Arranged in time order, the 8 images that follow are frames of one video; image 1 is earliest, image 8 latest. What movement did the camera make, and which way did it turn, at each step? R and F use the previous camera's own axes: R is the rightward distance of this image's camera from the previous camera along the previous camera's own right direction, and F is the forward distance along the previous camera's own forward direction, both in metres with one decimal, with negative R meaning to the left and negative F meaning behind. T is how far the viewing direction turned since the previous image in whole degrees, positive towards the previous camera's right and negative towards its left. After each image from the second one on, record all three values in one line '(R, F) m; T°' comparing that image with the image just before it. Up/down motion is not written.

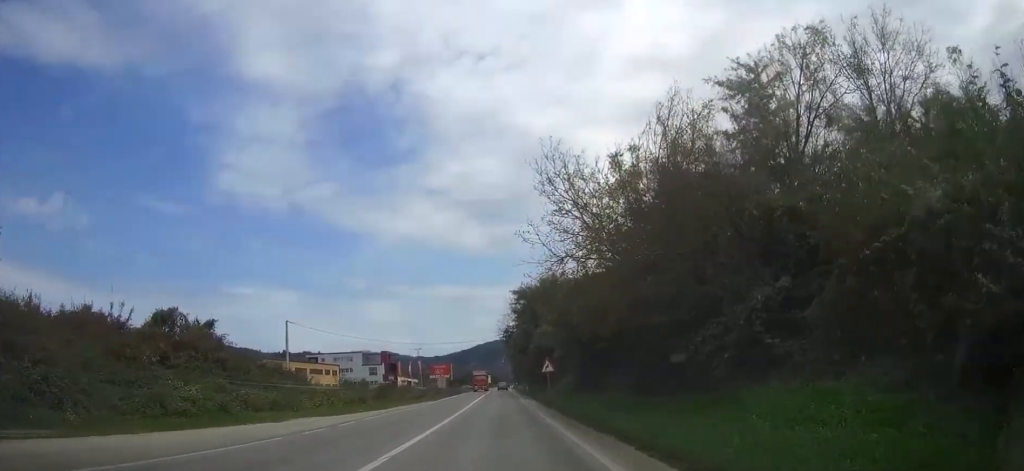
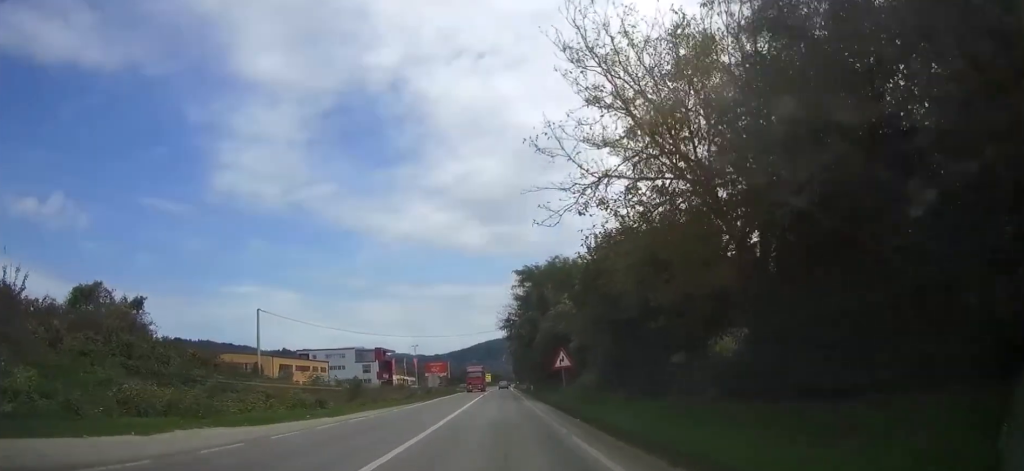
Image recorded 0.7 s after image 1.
(-0.1, +10.6) m; 0°
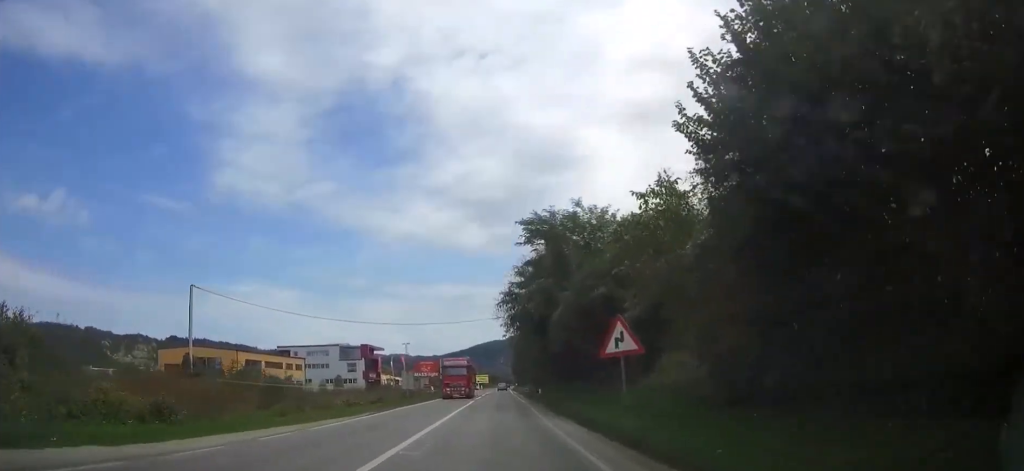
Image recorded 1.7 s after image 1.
(0.0, +16.9) m; 0°
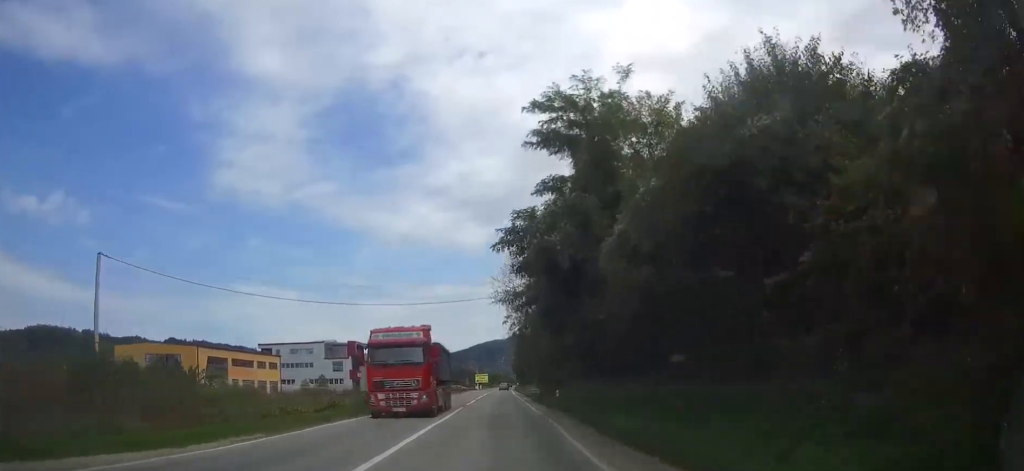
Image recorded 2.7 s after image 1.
(-0.1, +15.3) m; 0°
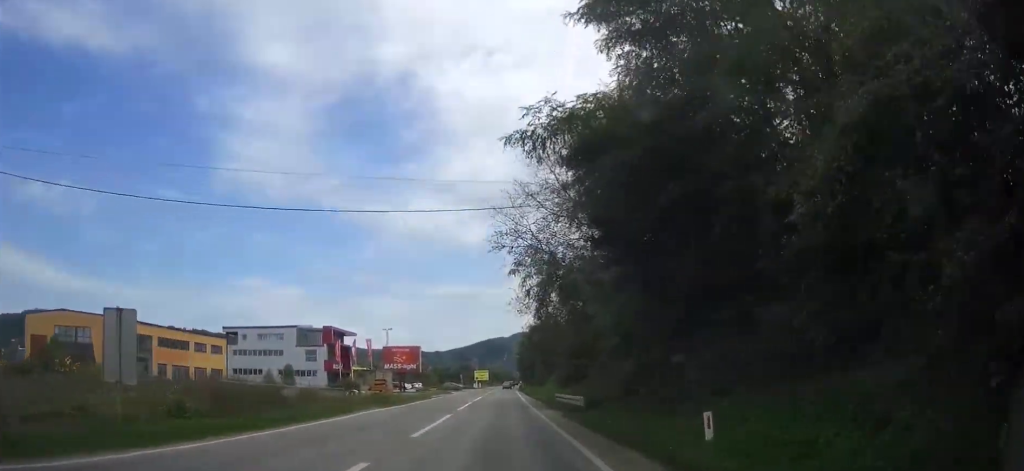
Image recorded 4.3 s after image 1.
(0.0, +24.8) m; 0°
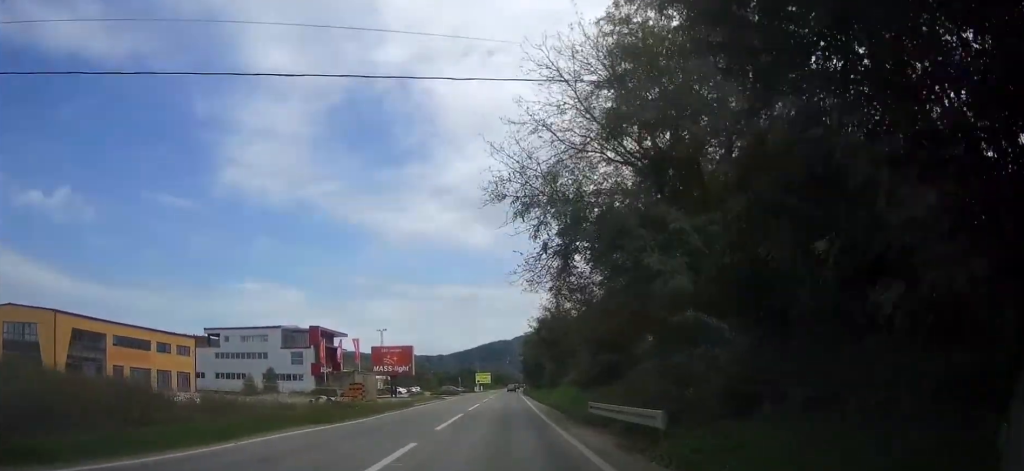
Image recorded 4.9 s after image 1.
(0.0, +10.5) m; 0°
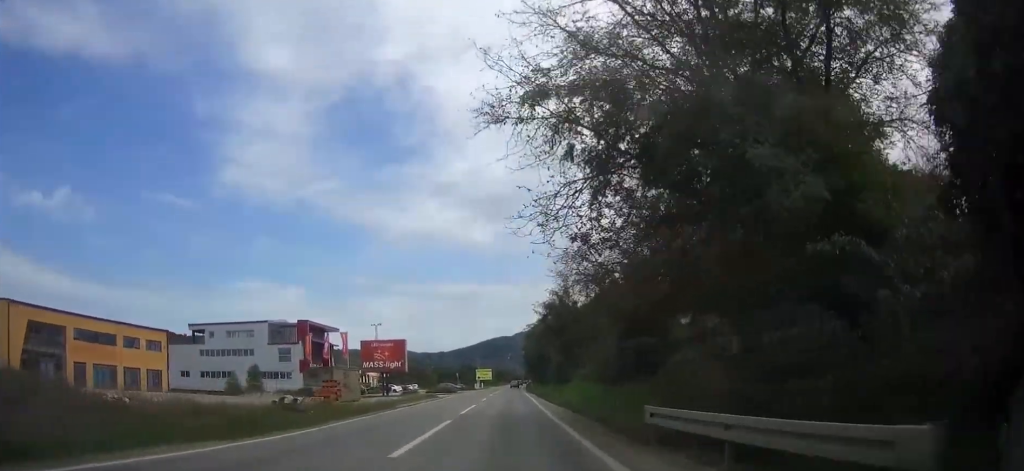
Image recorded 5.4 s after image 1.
(-0.1, +7.8) m; 0°
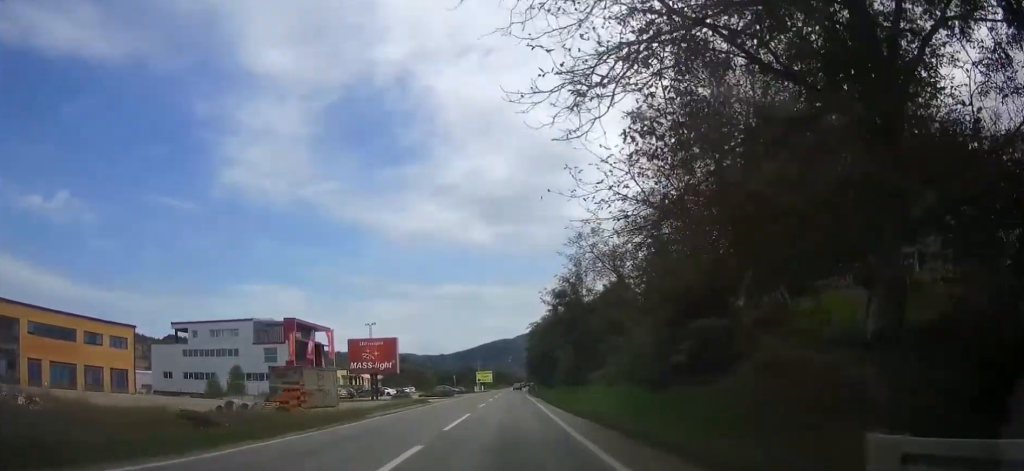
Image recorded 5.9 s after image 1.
(0.0, +7.8) m; 0°
